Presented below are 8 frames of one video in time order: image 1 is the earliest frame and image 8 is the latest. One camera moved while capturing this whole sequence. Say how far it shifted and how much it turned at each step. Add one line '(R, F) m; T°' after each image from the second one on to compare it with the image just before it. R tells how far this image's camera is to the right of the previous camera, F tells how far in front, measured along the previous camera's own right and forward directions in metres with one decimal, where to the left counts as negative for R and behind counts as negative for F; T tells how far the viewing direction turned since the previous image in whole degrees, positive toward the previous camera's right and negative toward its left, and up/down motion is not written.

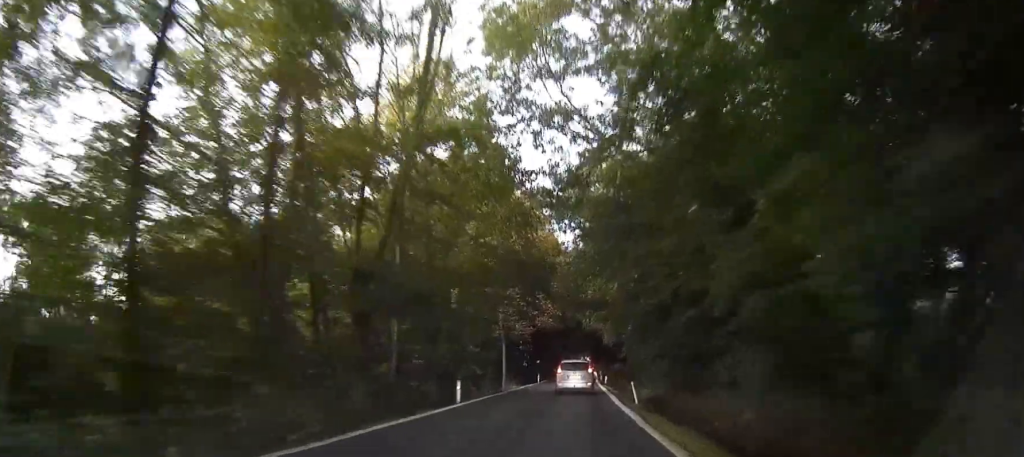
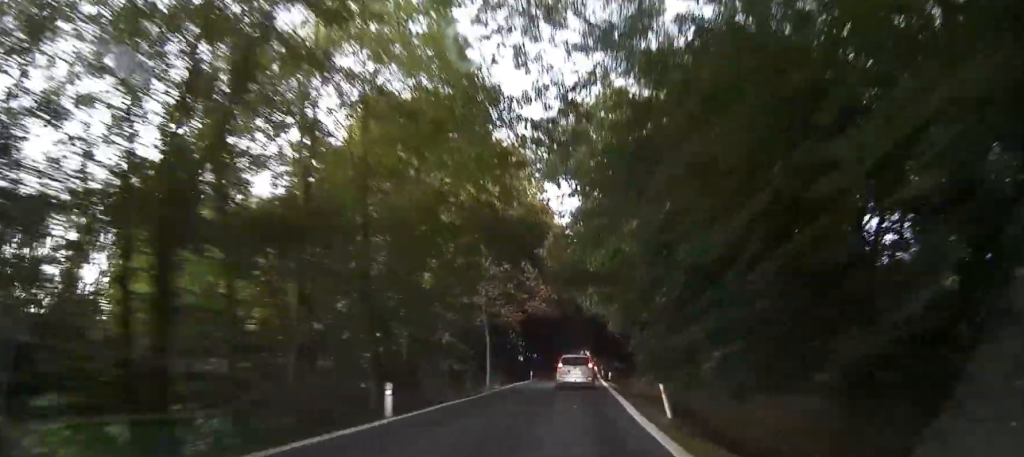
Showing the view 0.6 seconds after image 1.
(0.0, +9.6) m; 0°
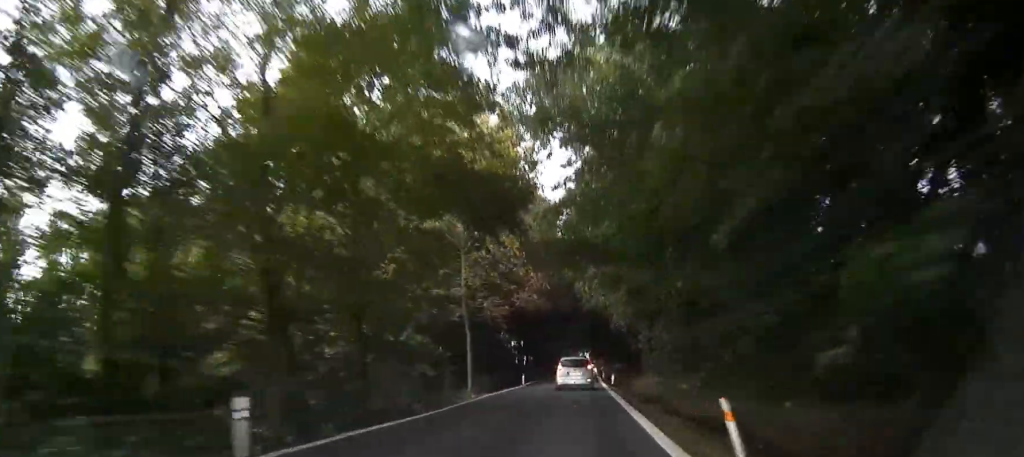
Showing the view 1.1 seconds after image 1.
(0.0, +7.5) m; 0°
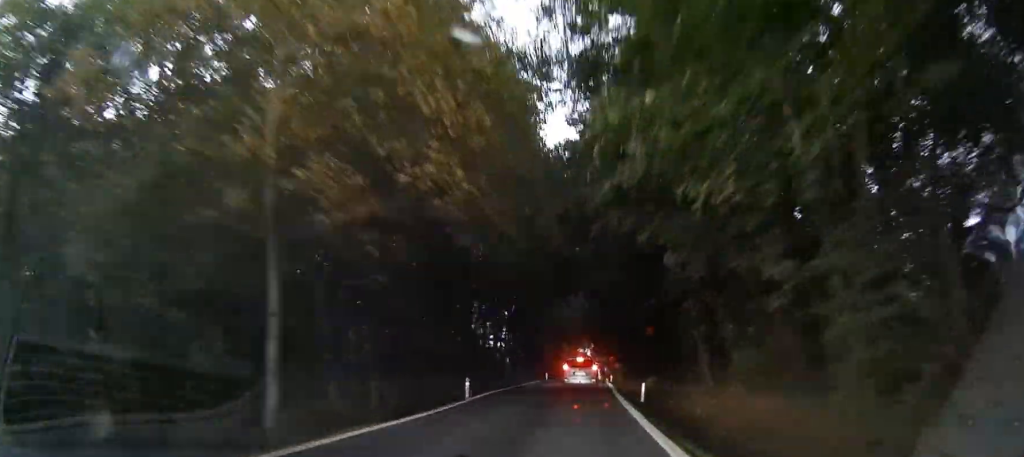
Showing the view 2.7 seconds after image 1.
(0.0, +26.2) m; 0°
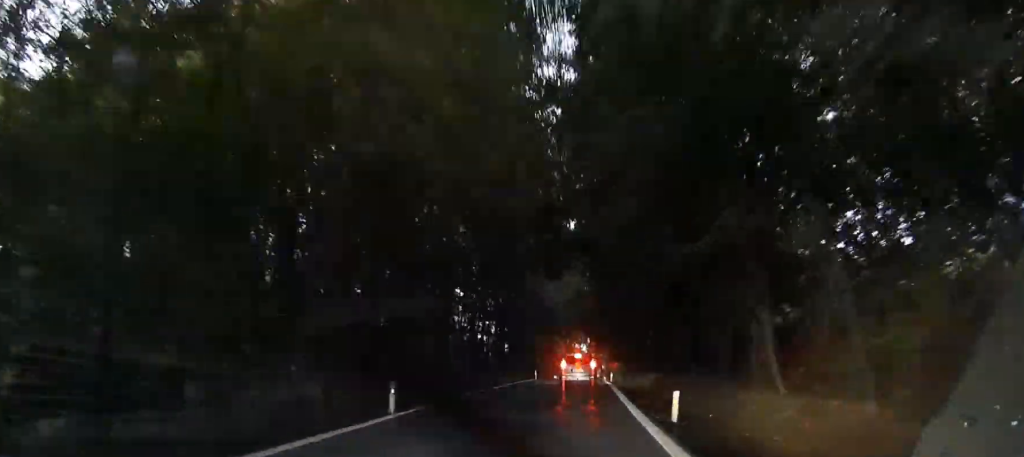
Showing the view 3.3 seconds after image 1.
(0.0, +10.5) m; 0°
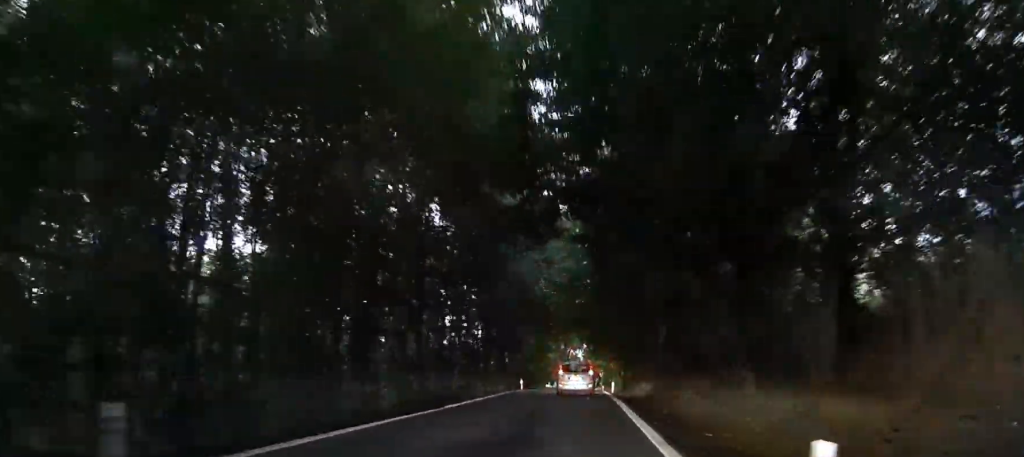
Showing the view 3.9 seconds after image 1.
(0.0, +10.5) m; 0°
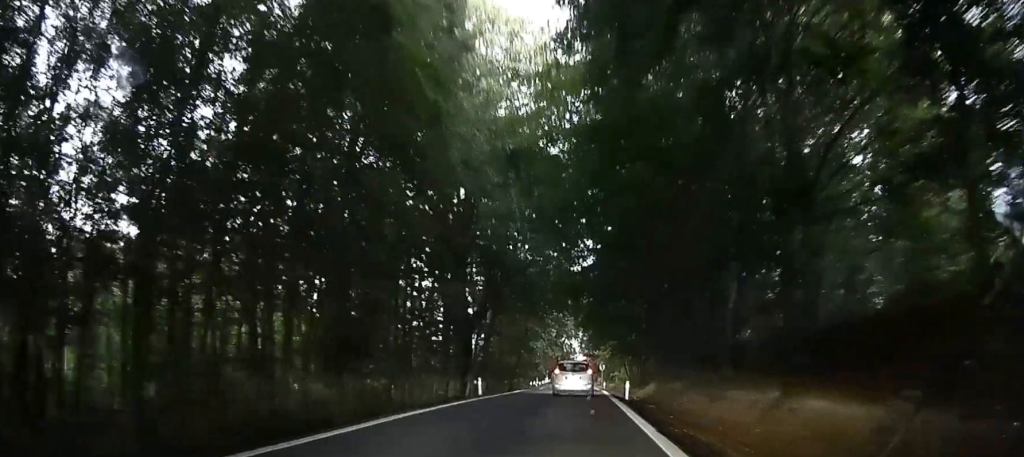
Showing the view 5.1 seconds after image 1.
(0.0, +19.4) m; 0°
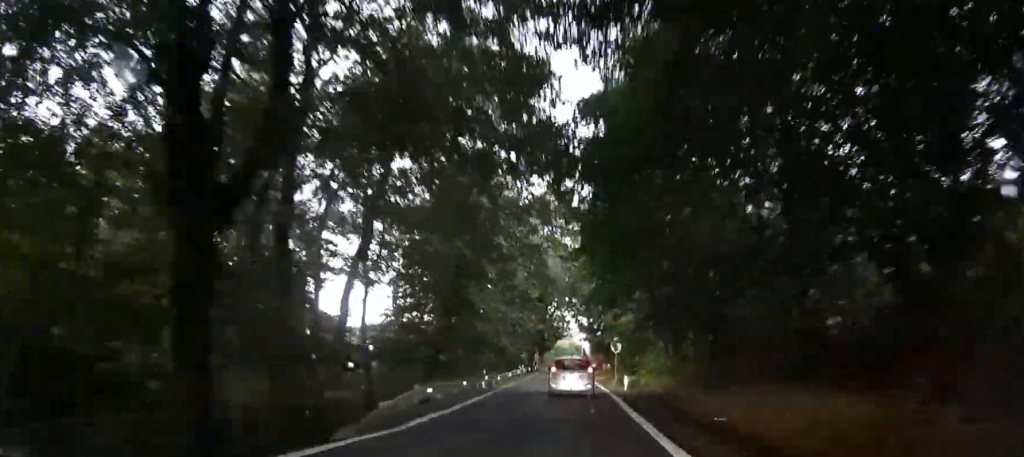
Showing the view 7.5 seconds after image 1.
(-0.3, +40.2) m; -1°
